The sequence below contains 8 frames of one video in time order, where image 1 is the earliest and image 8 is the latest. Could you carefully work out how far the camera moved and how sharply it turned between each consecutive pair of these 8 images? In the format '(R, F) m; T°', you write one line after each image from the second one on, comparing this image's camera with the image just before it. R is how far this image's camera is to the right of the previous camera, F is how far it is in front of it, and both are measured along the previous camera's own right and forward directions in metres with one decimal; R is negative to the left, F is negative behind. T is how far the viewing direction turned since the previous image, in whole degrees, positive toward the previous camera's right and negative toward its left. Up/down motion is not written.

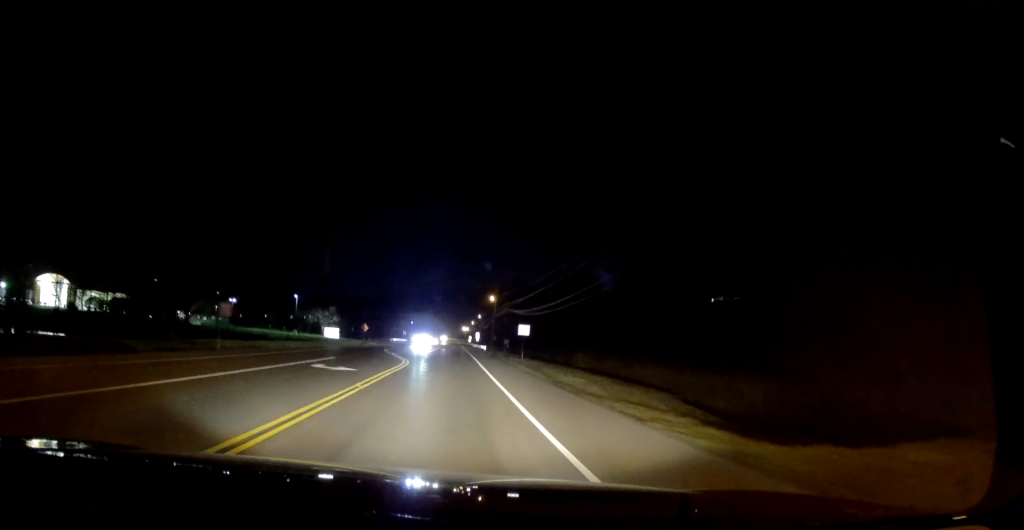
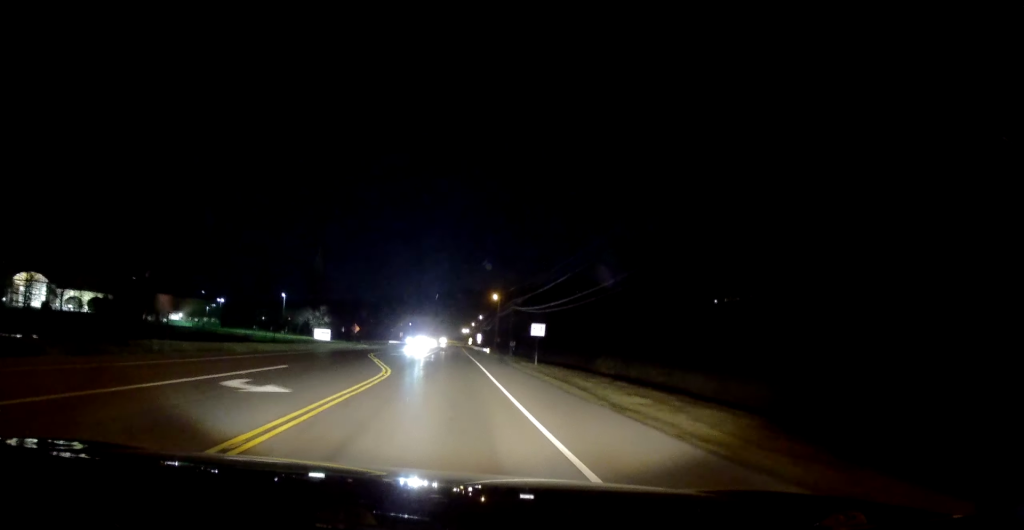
(+0.1, +8.2) m; -1°
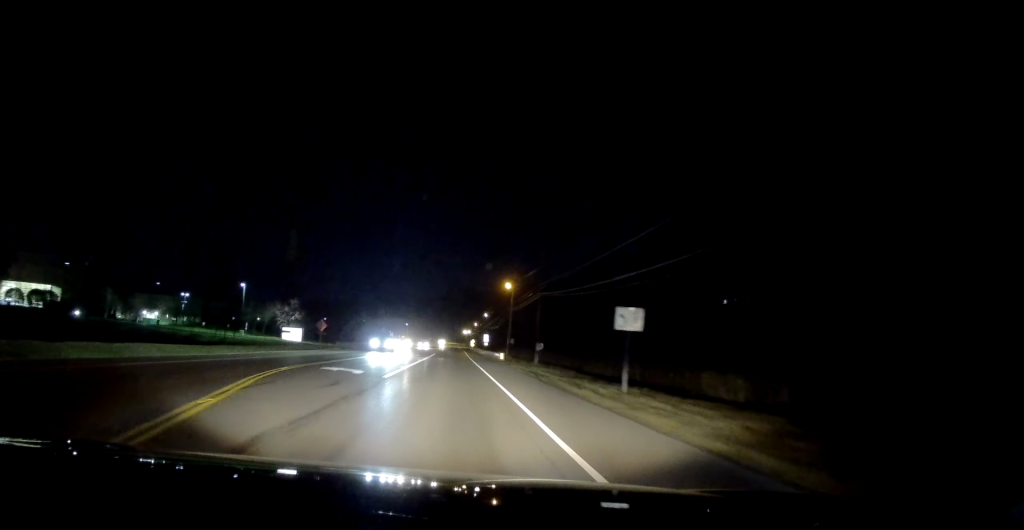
(-0.4, +21.2) m; 0°
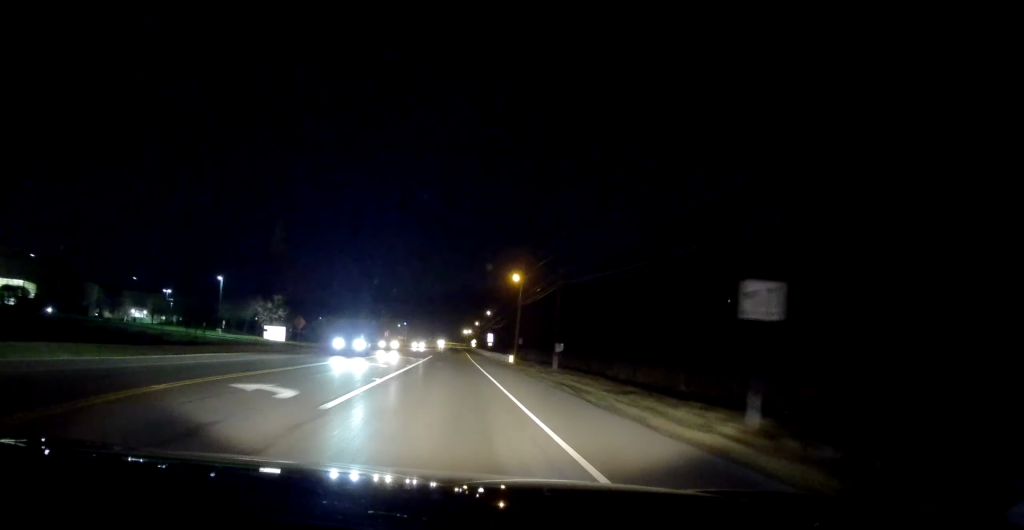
(+0.1, +8.9) m; +1°
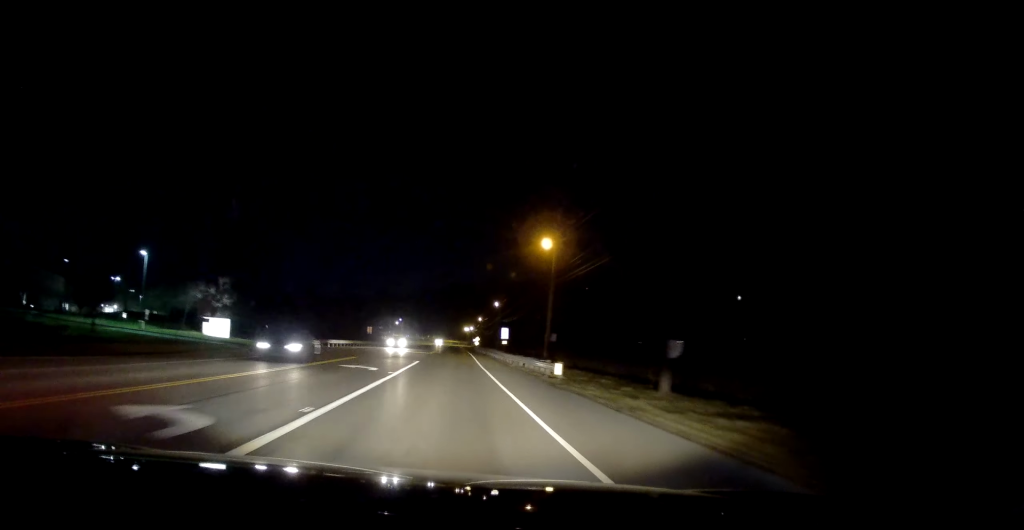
(+0.4, +20.6) m; +1°
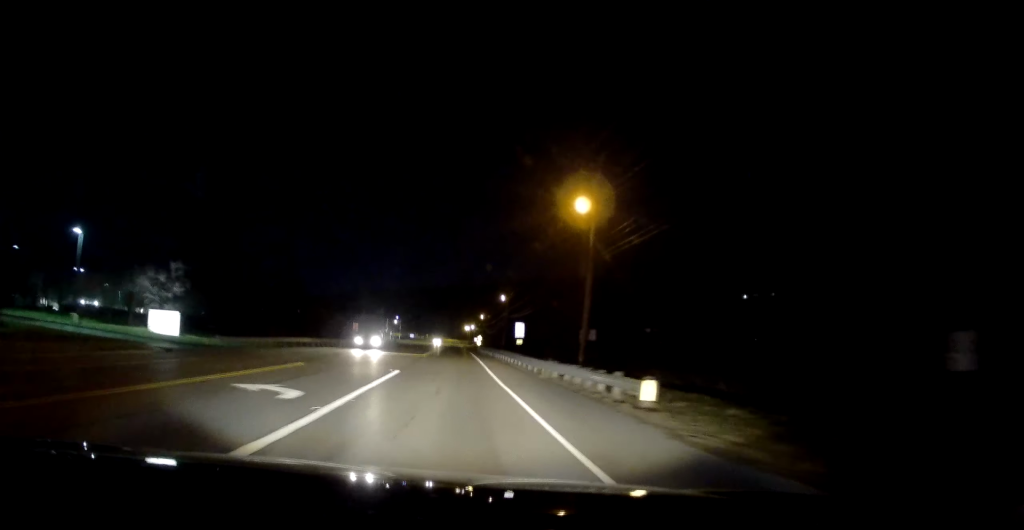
(-0.1, +11.7) m; -2°
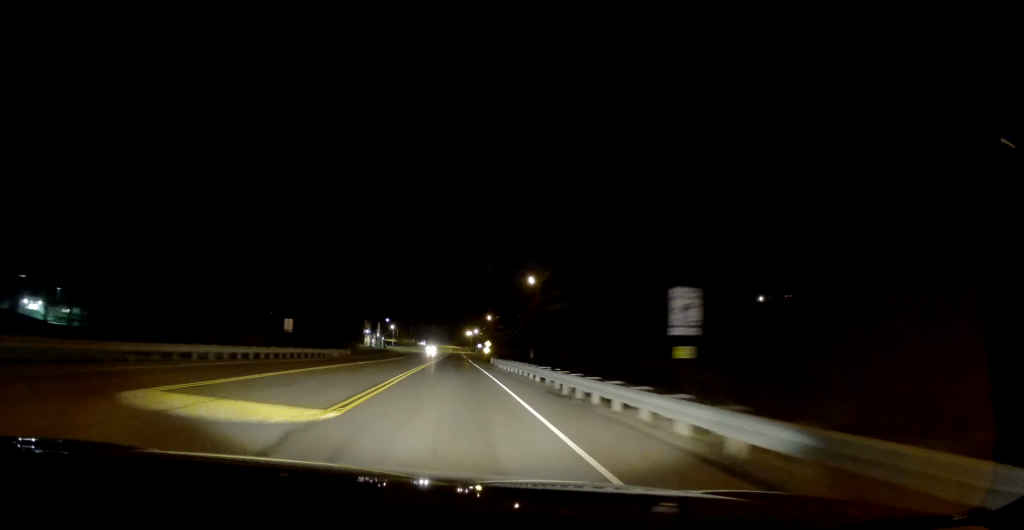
(-1.5, +29.0) m; -2°
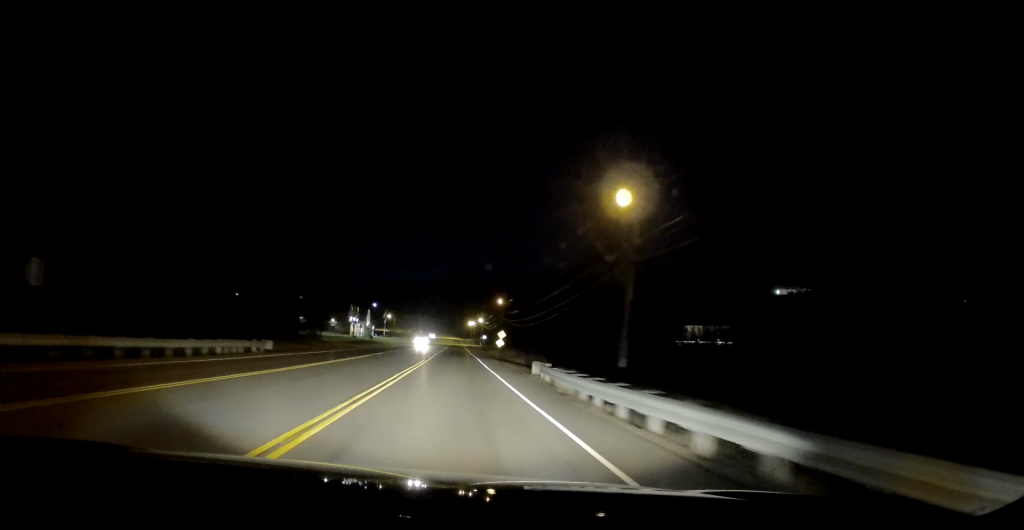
(+0.8, +28.2) m; +1°
